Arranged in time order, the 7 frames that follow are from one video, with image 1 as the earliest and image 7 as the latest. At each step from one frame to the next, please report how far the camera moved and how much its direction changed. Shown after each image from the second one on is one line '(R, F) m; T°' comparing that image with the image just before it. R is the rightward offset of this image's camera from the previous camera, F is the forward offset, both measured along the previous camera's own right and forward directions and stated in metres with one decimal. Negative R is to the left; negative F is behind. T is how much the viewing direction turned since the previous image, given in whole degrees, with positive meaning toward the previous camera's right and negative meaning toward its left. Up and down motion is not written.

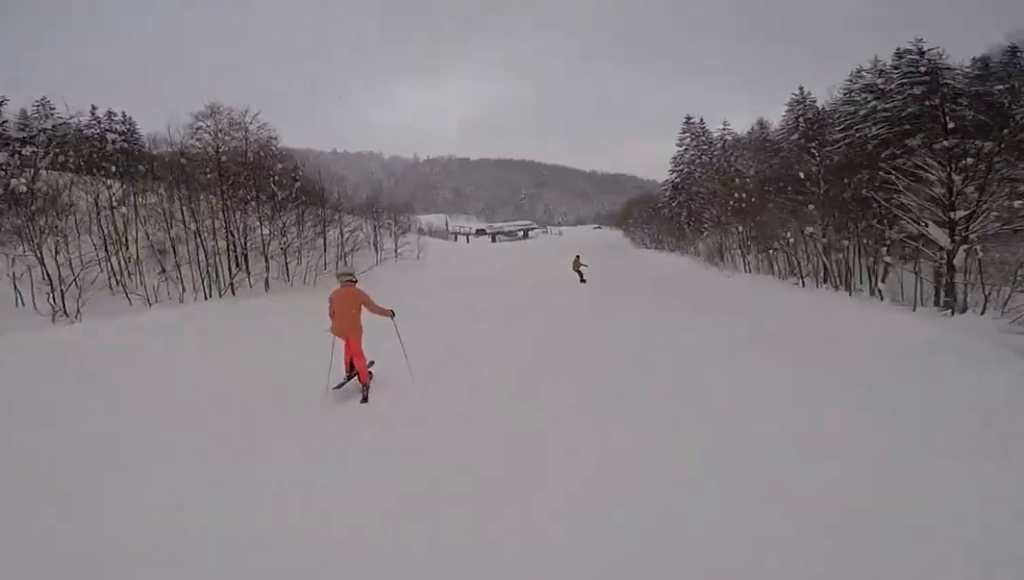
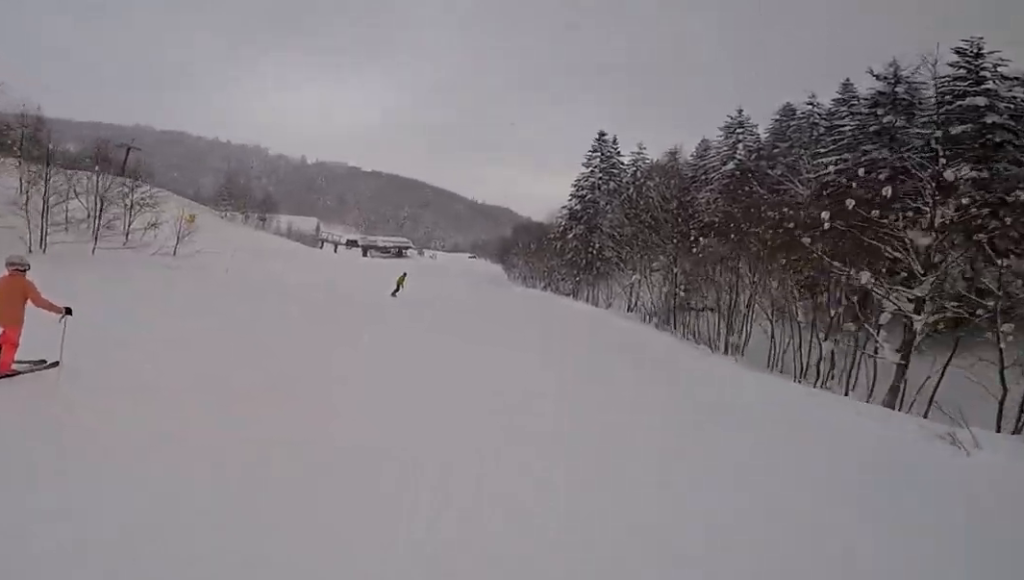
(+2.6, +18.3) m; +6°
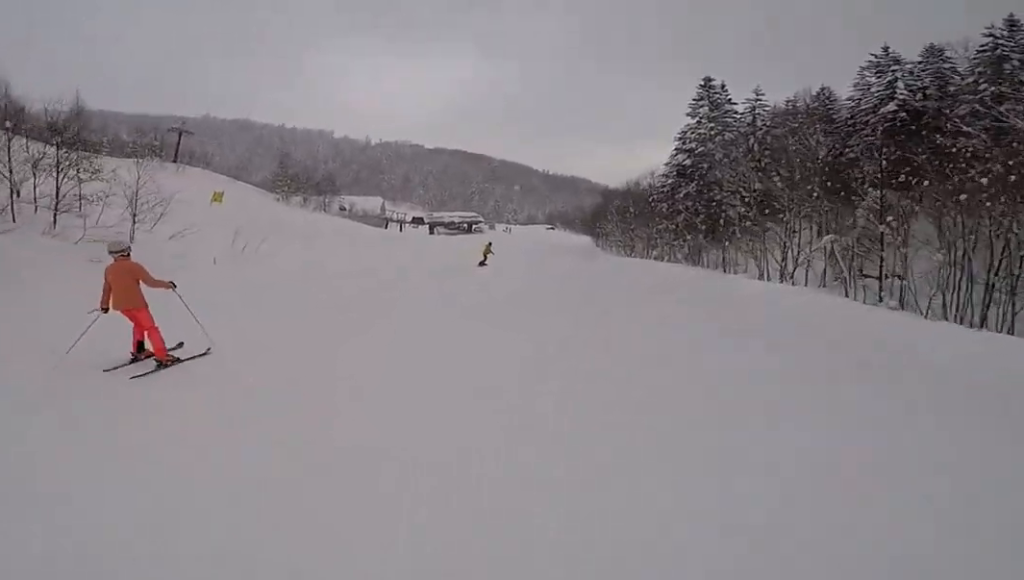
(-0.8, +8.9) m; -1°
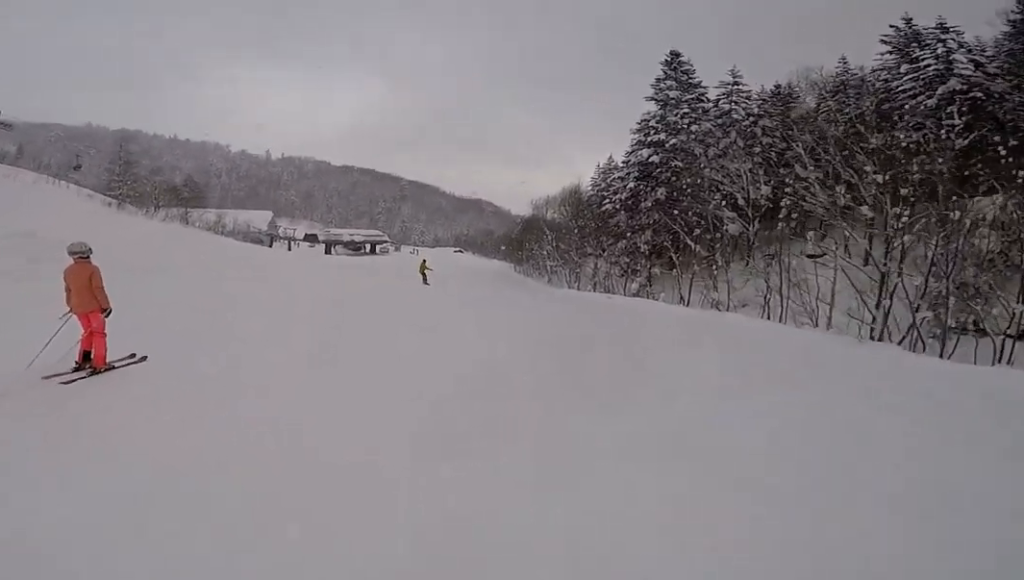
(+3.7, +16.6) m; +6°
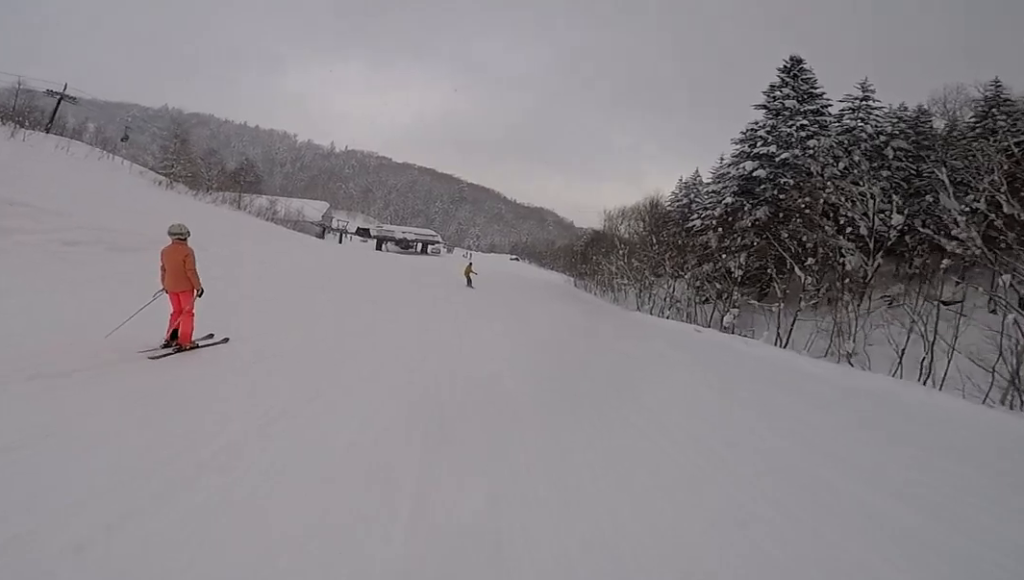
(-1.0, +3.6) m; -3°
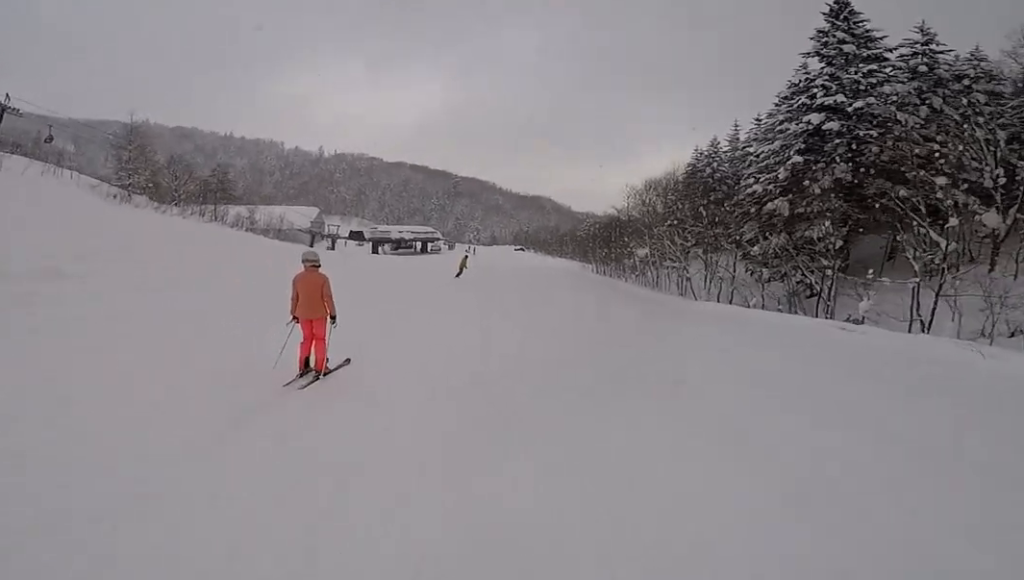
(-0.5, +7.6) m; 0°
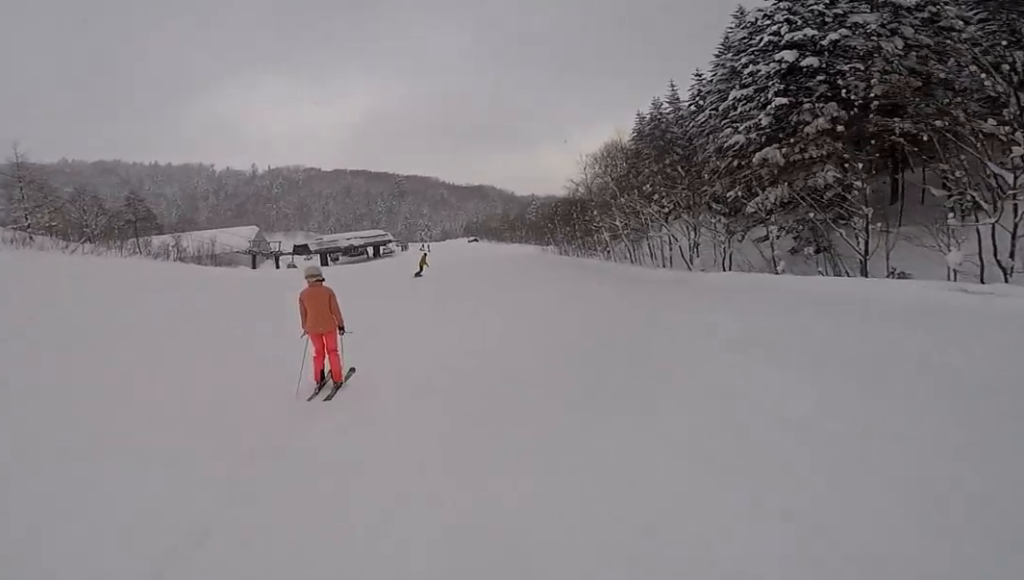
(+0.4, +5.3) m; +6°
